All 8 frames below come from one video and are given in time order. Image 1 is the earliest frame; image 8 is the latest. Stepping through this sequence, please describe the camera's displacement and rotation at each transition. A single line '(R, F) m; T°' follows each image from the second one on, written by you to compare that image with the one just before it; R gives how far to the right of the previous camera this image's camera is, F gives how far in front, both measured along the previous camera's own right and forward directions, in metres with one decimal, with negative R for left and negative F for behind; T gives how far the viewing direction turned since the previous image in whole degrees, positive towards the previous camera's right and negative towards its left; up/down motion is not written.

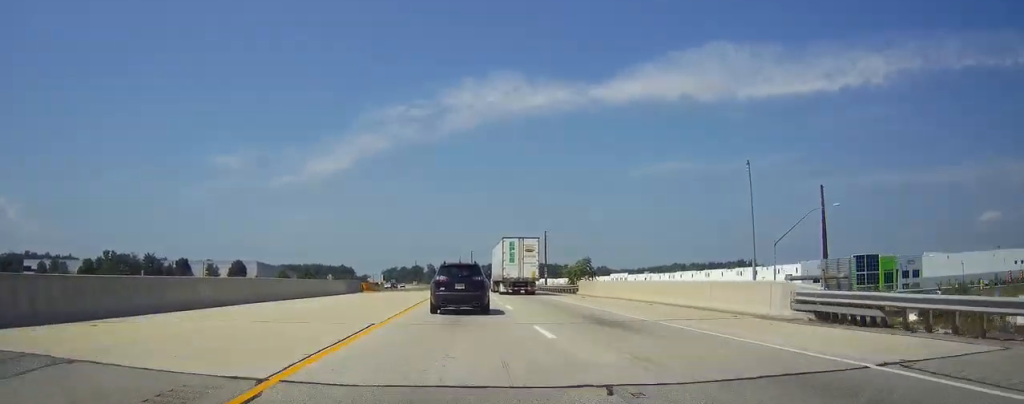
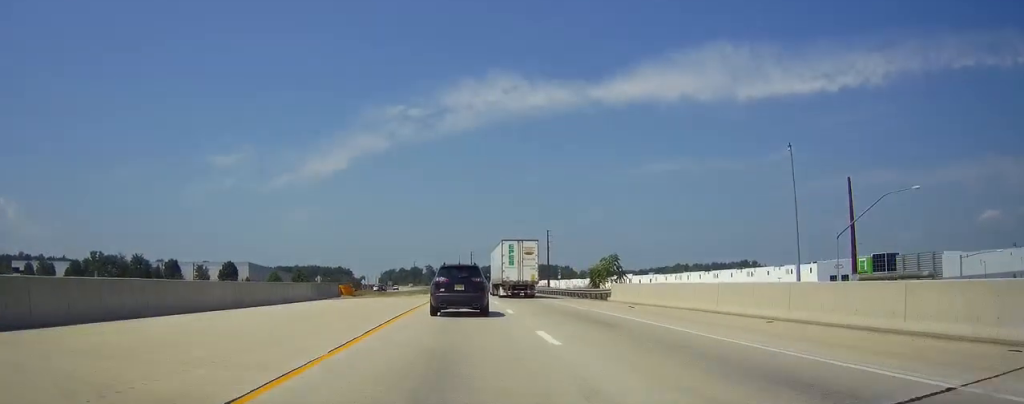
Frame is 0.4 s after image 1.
(0.0, +12.7) m; 0°
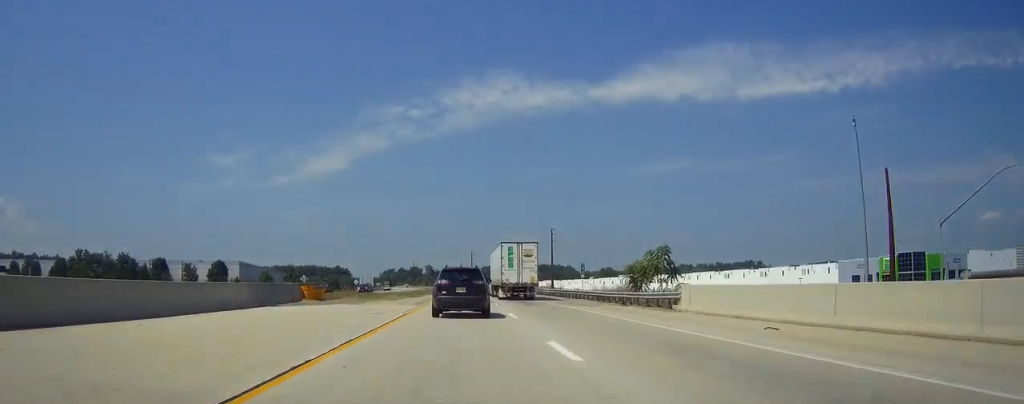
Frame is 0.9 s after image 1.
(0.0, +14.5) m; 0°
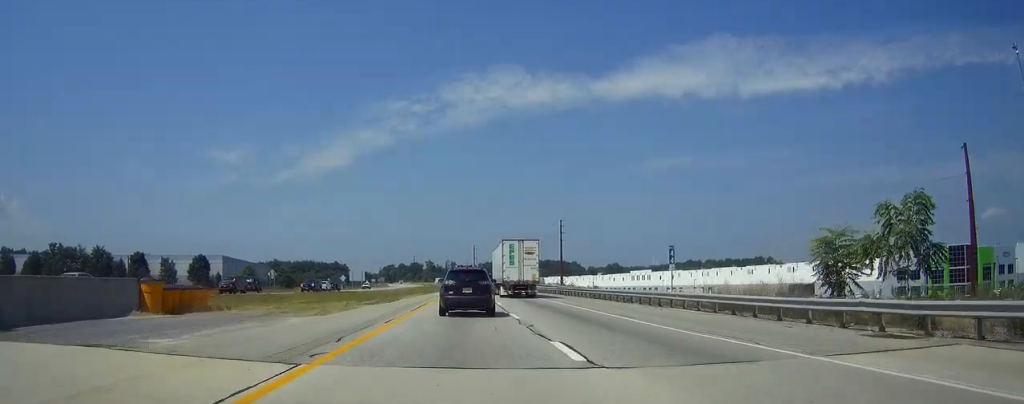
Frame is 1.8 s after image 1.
(0.0, +25.0) m; 0°
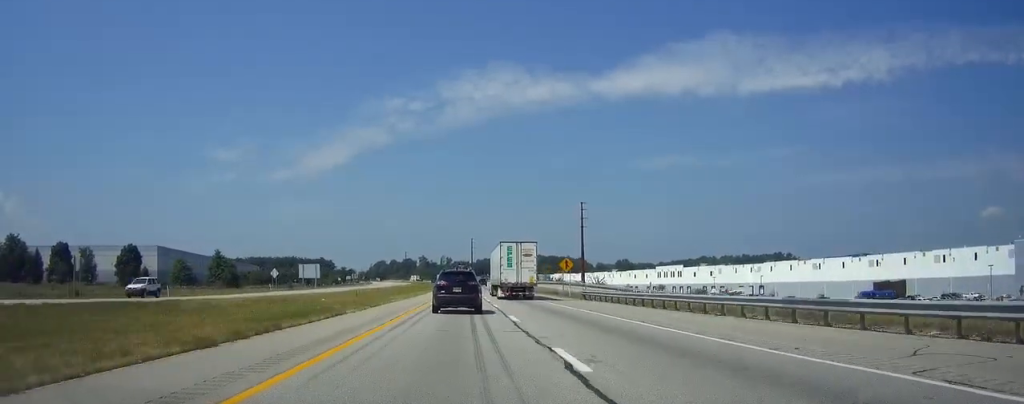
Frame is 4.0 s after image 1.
(+0.2, +62.4) m; 0°
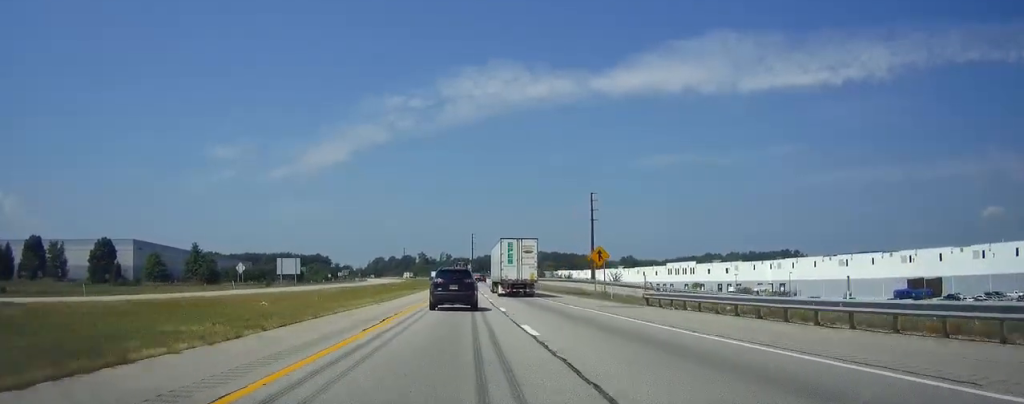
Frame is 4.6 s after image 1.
(0.0, +18.3) m; 0°
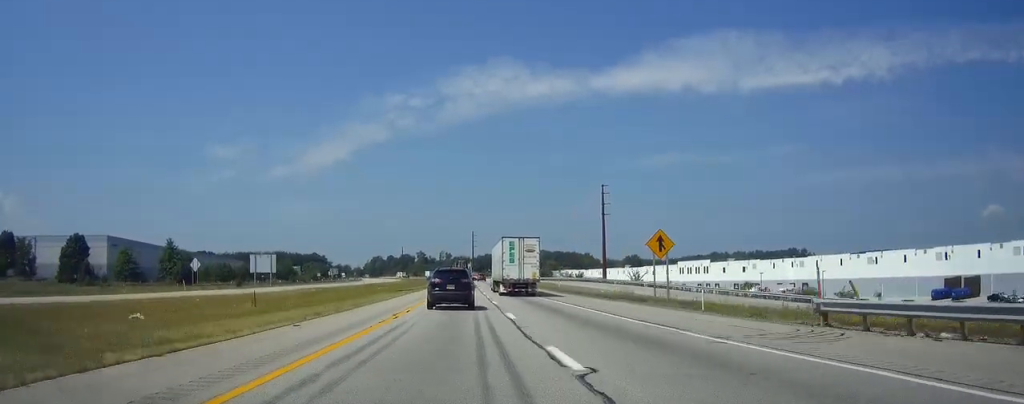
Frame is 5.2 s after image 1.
(+0.1, +17.6) m; 0°
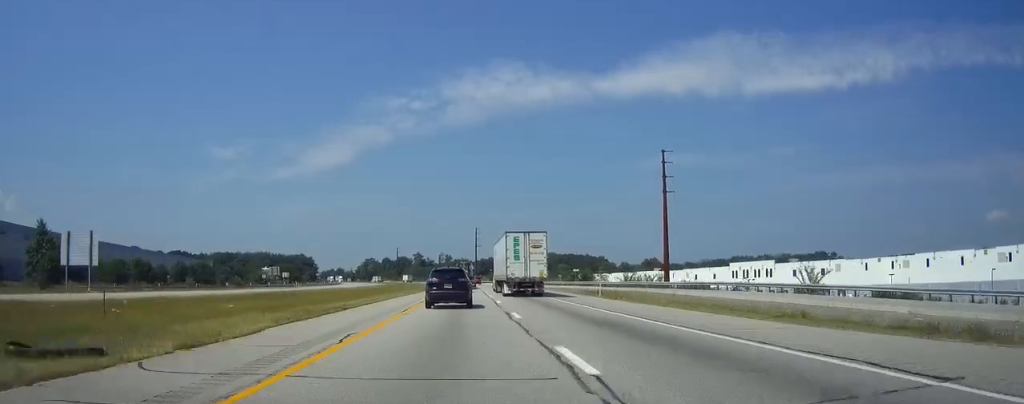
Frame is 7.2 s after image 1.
(-0.2, +60.8) m; -1°
